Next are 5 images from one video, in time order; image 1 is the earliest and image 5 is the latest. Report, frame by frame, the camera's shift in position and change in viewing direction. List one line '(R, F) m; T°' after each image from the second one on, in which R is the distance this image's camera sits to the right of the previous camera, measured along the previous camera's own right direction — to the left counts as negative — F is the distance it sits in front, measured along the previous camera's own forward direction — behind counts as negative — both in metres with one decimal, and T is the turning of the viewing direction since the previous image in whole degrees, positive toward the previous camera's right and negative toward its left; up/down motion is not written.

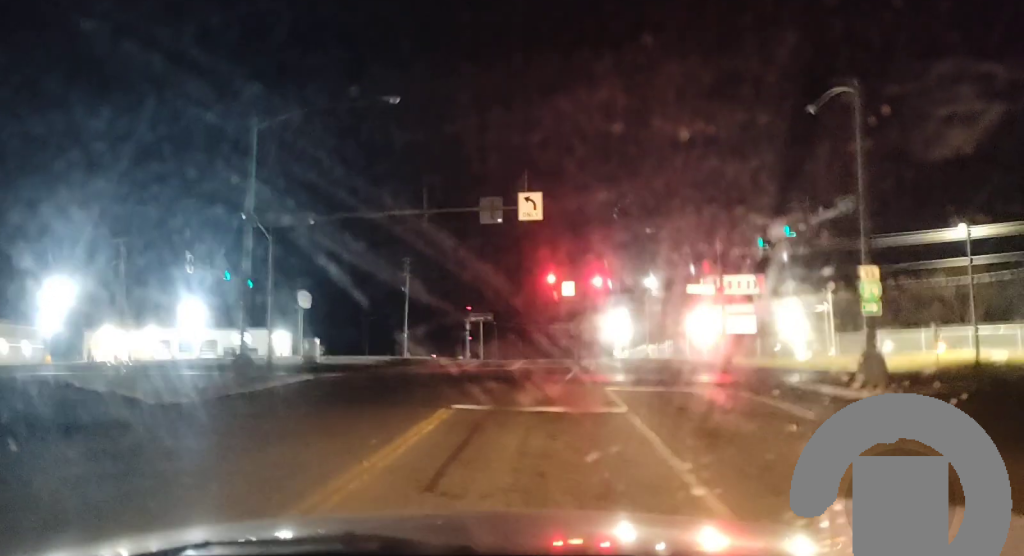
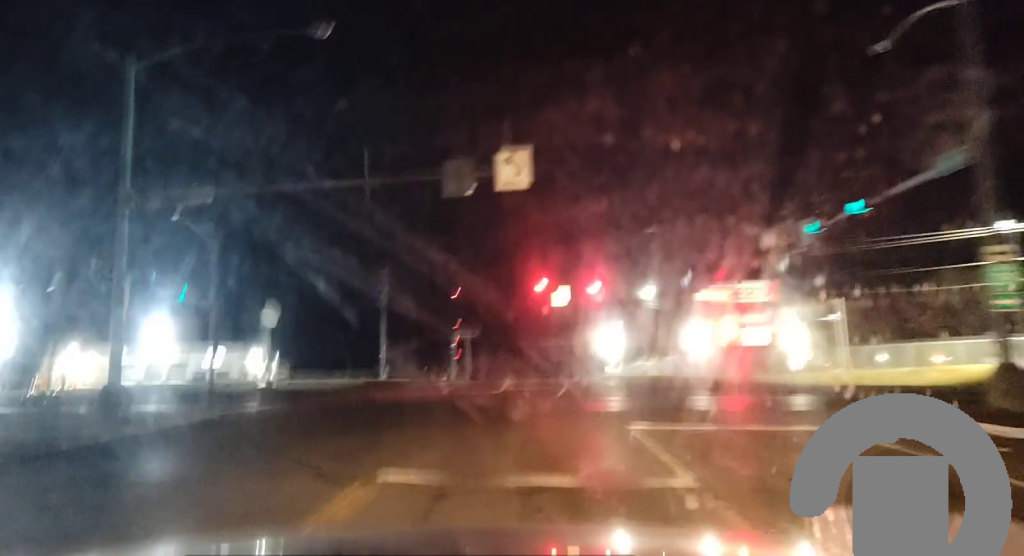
(0.0, +7.7) m; 0°
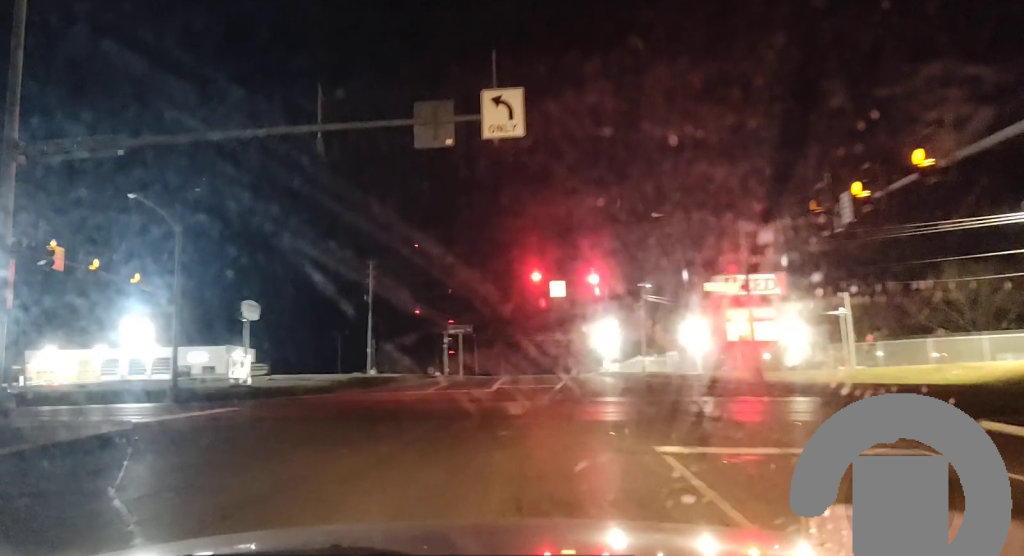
(0.0, +4.1) m; 0°
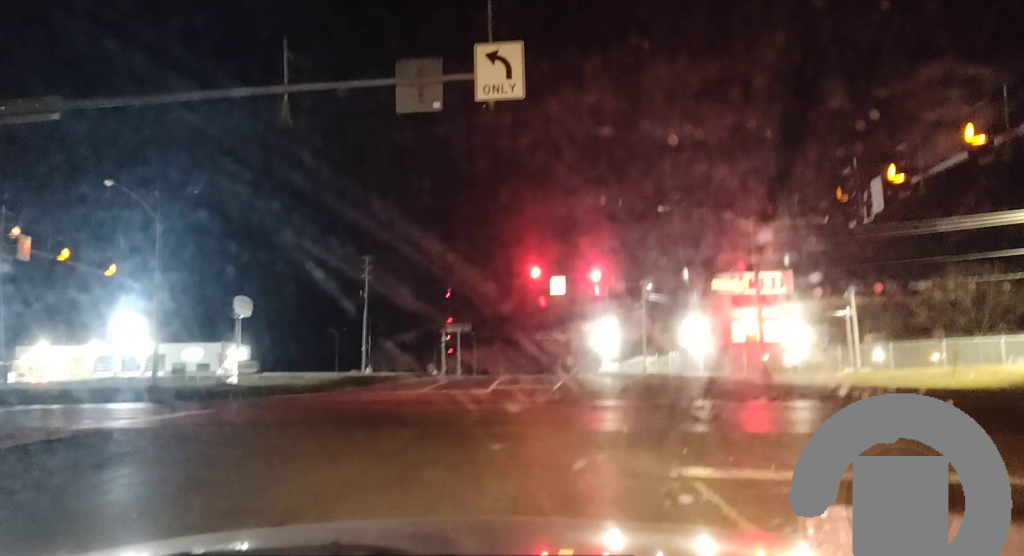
(0.0, +2.4) m; 0°
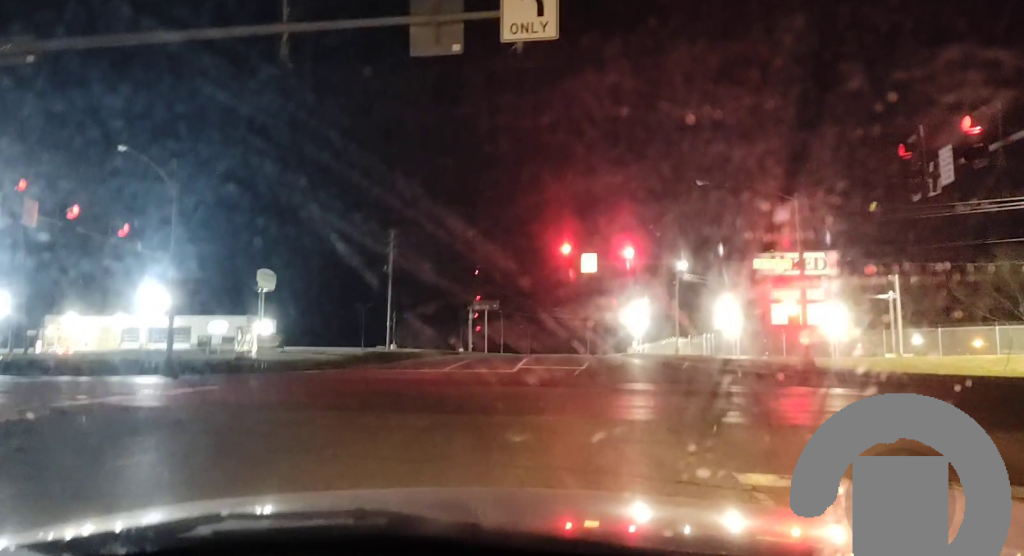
(-0.2, +2.2) m; 0°
